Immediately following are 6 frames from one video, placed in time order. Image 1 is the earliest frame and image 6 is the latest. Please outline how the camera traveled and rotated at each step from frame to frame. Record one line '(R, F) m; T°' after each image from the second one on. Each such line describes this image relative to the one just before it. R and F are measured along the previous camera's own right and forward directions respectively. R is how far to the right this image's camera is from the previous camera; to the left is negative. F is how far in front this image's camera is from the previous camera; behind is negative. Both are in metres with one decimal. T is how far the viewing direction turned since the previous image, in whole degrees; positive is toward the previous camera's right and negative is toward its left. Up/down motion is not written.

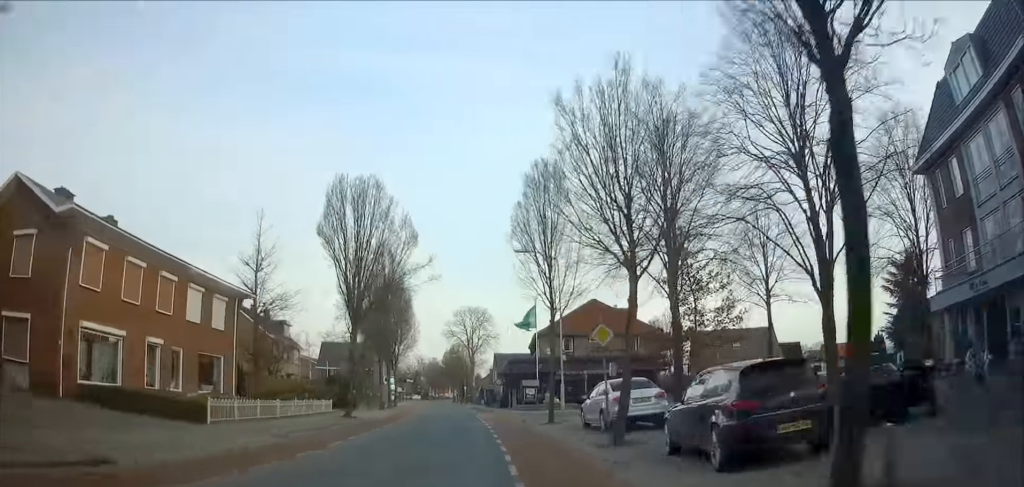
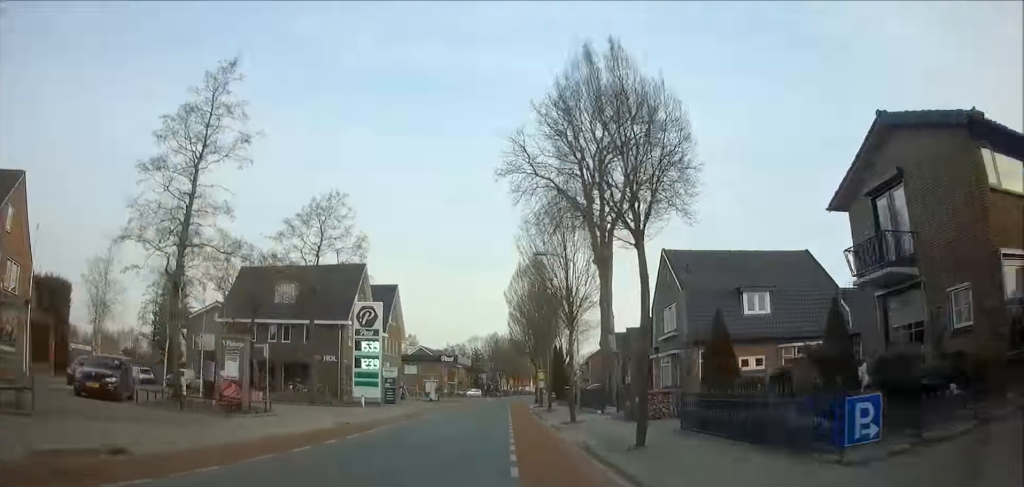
(-4.7, +74.3) m; -5°
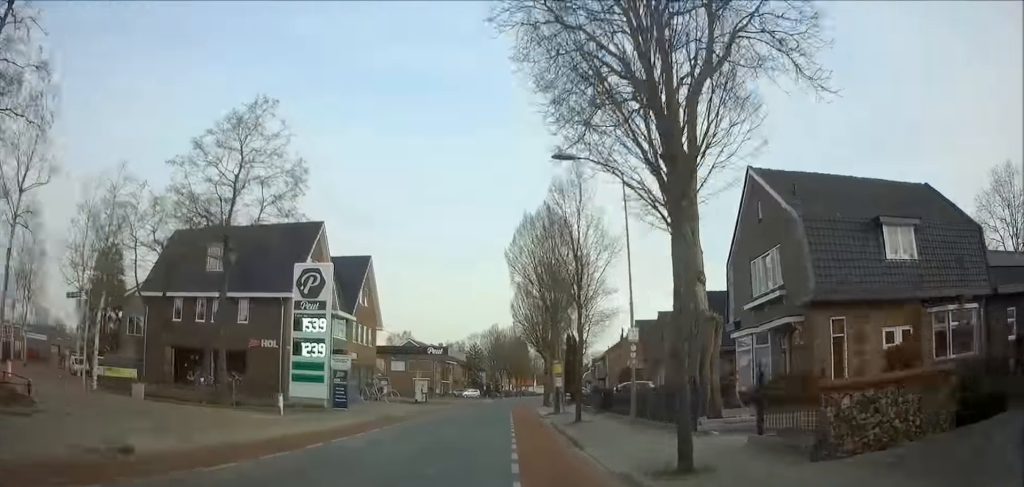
(0.0, +13.9) m; 0°
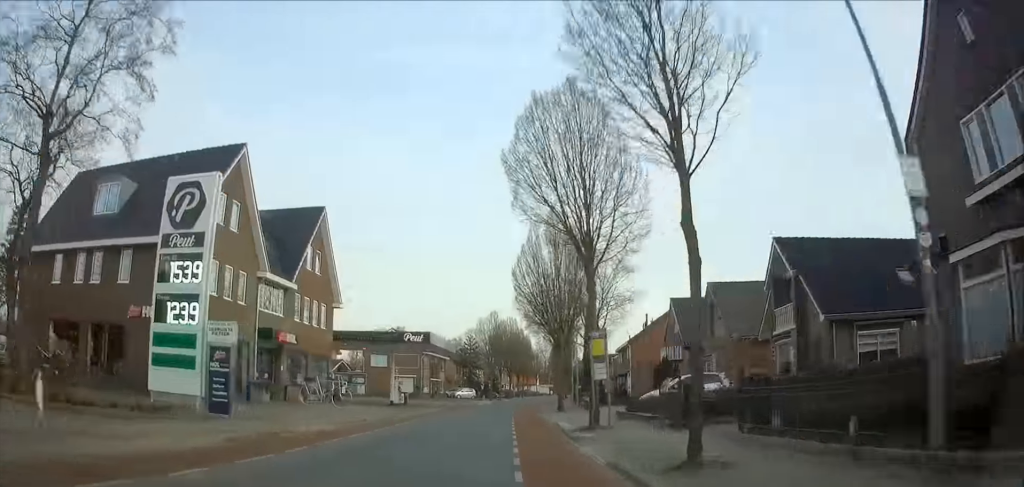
(0.0, +13.9) m; 0°
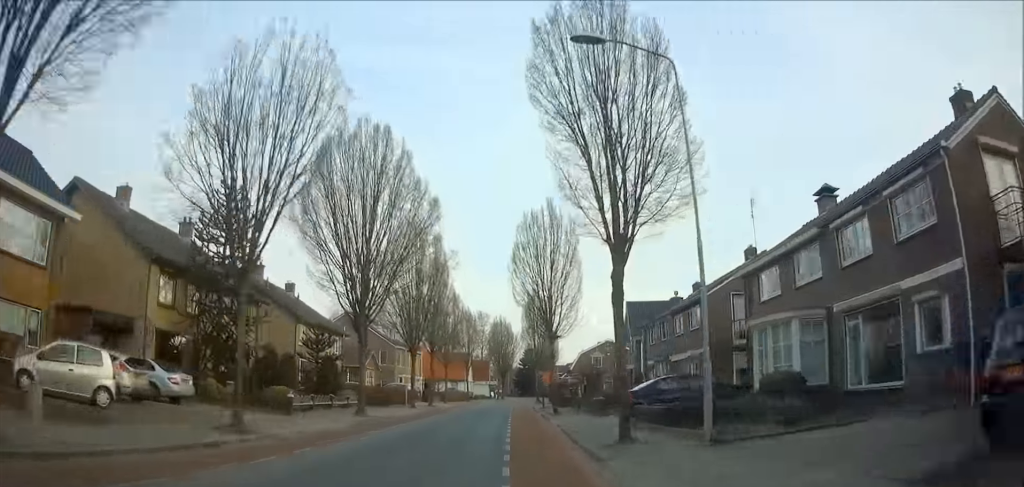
(+1.2, +72.1) m; +2°
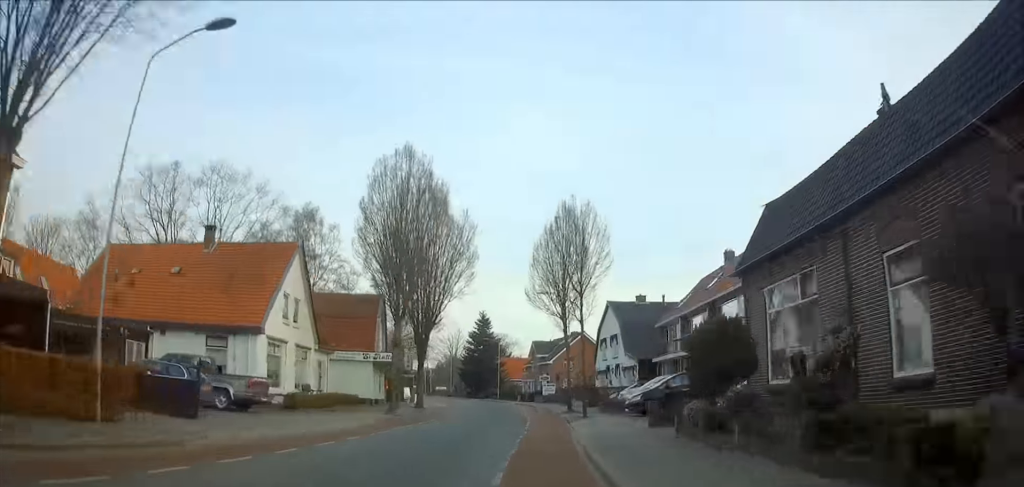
(+2.5, +70.4) m; +5°
